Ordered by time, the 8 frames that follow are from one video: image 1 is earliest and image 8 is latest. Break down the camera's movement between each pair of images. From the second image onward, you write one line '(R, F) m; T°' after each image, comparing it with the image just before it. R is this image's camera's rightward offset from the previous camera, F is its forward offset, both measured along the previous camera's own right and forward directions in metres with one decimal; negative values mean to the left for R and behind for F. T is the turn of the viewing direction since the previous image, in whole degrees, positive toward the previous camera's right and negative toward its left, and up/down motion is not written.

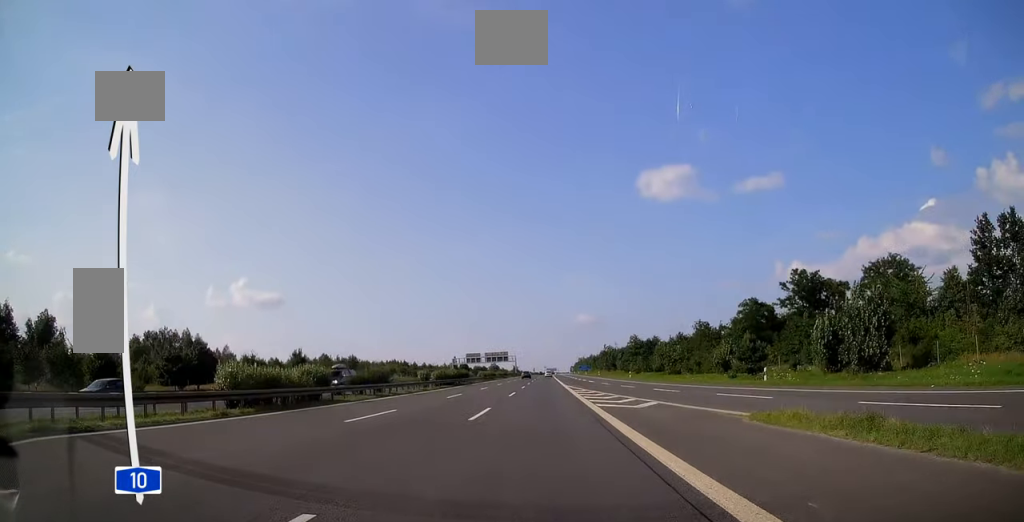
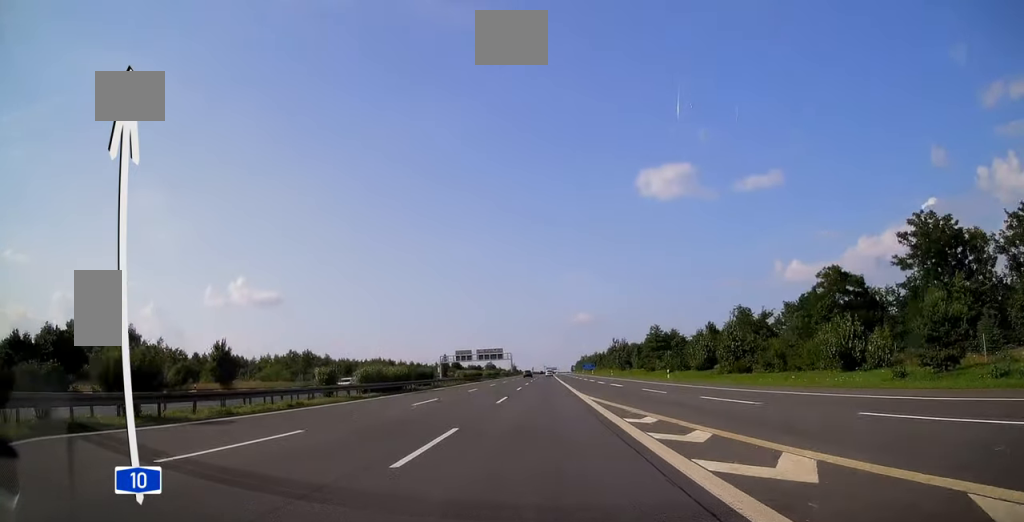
(+0.1, +27.3) m; 0°
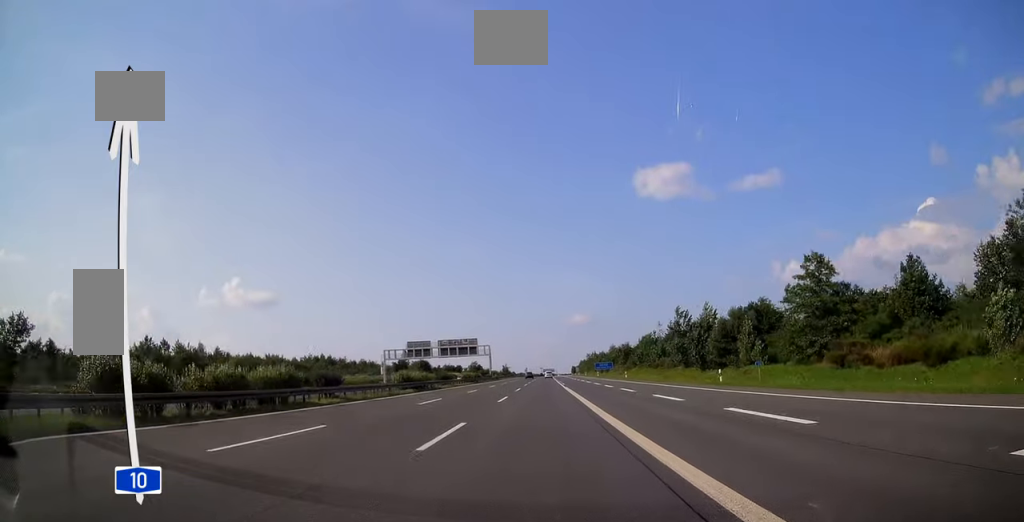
(+0.3, +70.4) m; 0°
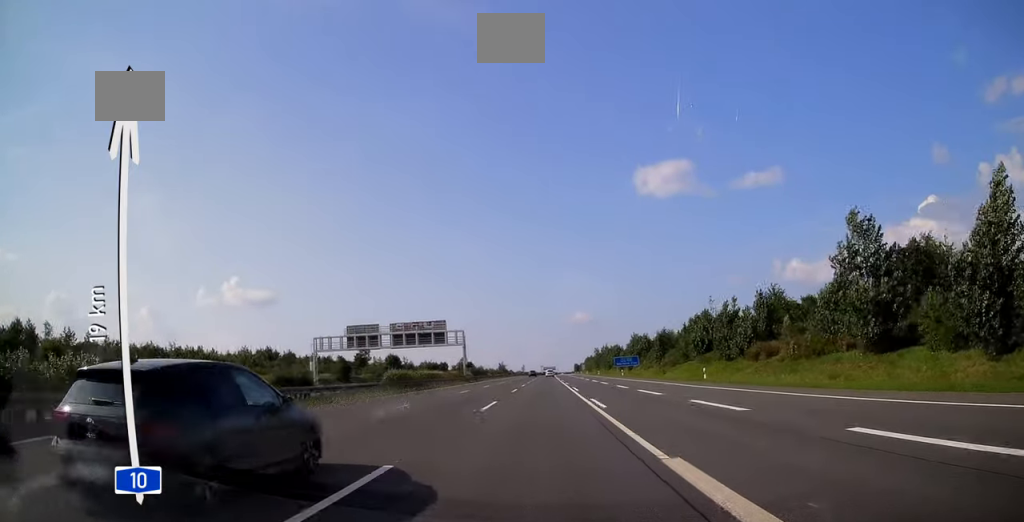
(+0.1, +44.0) m; 0°
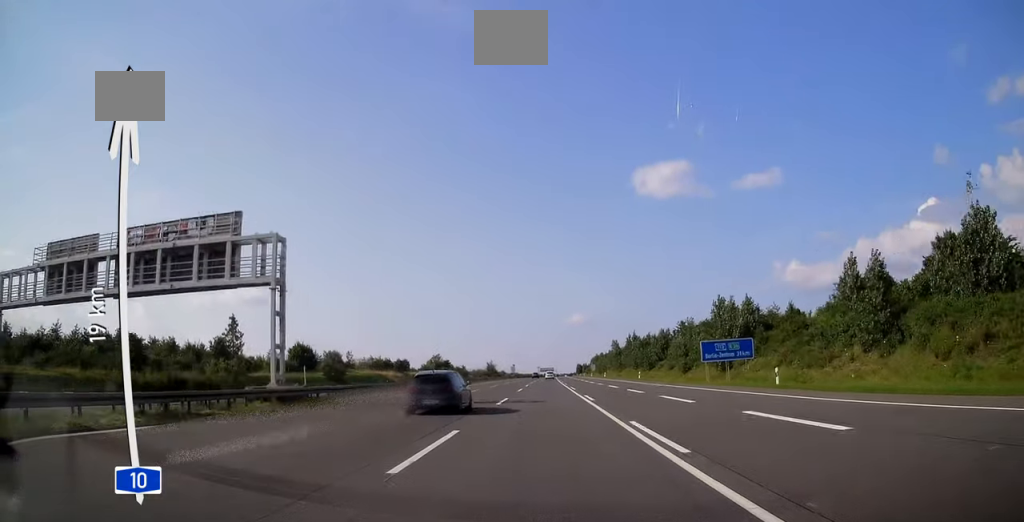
(0.0, +65.6) m; 0°
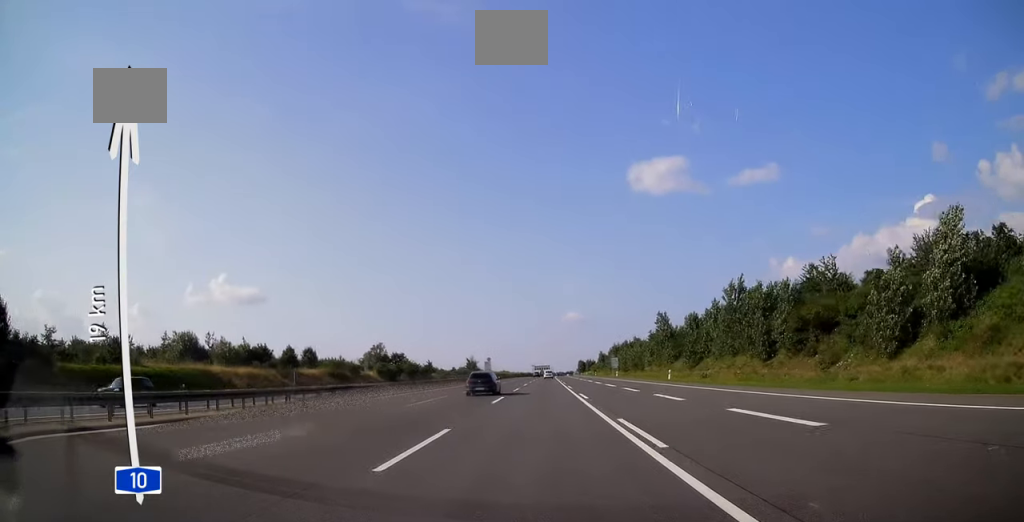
(+0.2, +71.6) m; 0°
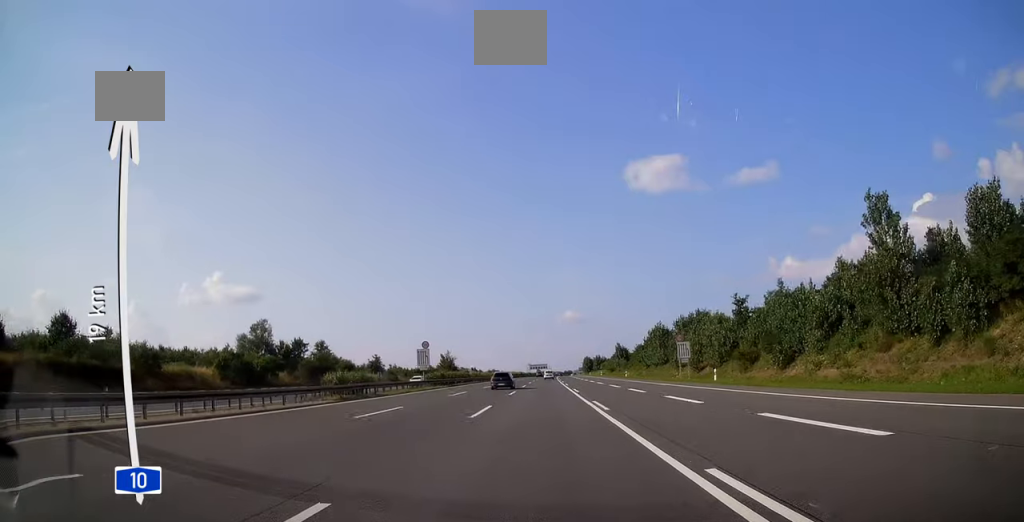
(+0.2, +61.8) m; 0°
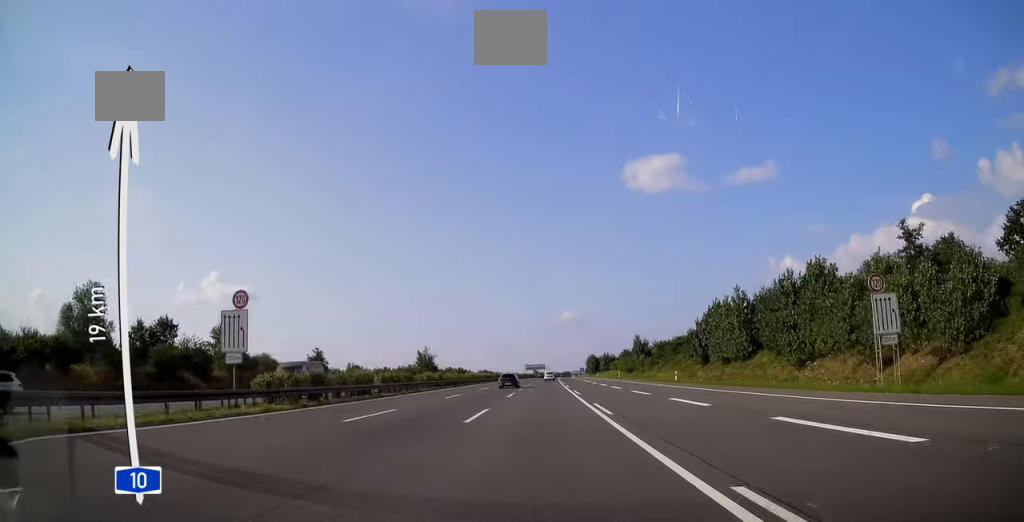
(+0.1, +37.5) m; 0°
